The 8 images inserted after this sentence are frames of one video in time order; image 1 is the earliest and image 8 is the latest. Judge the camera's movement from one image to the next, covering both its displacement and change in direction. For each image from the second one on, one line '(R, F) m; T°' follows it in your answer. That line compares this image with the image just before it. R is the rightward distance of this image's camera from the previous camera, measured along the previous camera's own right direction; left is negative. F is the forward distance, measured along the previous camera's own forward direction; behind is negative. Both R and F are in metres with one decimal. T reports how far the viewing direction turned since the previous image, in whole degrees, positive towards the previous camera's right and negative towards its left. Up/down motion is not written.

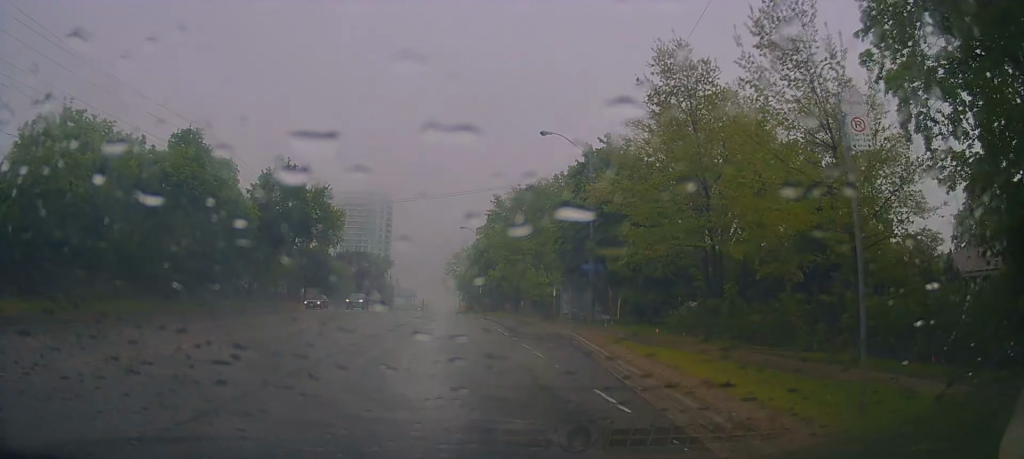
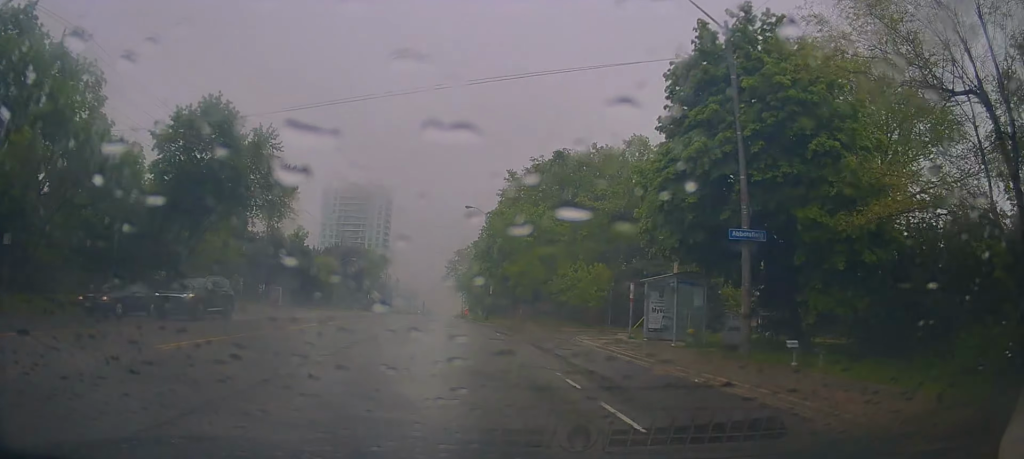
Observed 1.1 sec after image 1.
(+0.3, +18.4) m; +1°
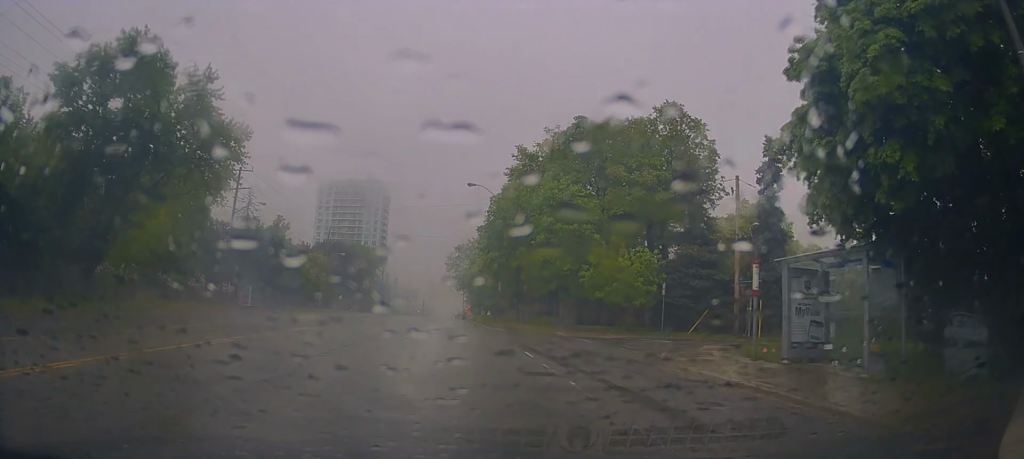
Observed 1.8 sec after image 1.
(-0.3, +11.3) m; +1°
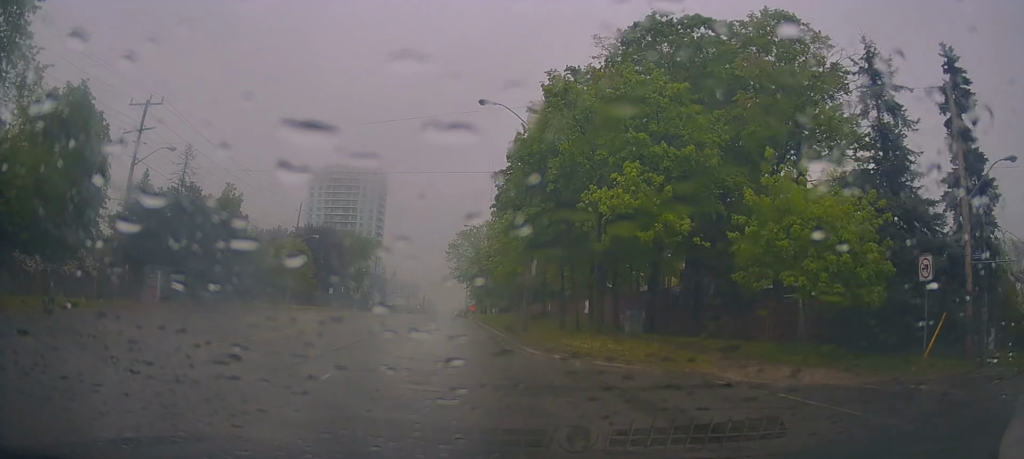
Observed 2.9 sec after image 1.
(+0.6, +18.5) m; -1°
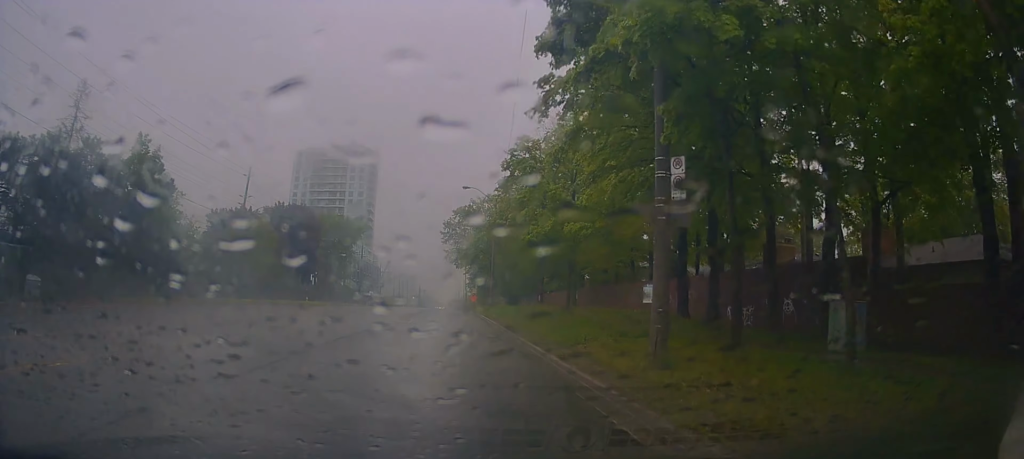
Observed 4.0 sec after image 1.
(-1.0, +18.5) m; -2°
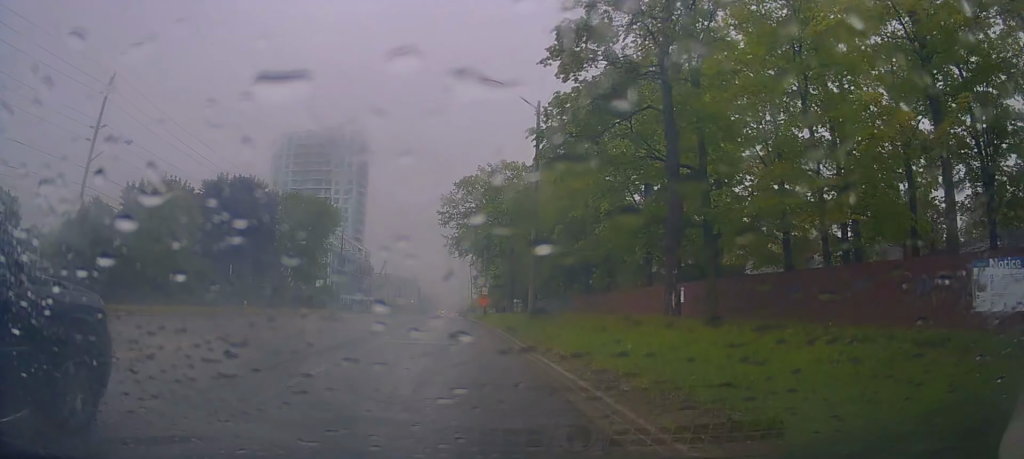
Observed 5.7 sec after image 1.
(+1.5, +27.2) m; +3°
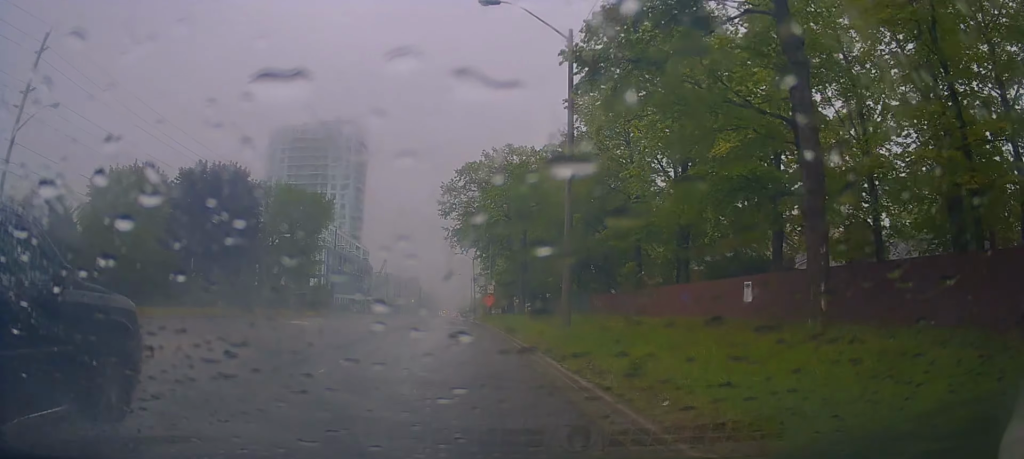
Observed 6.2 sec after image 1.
(-0.5, +7.5) m; -1°
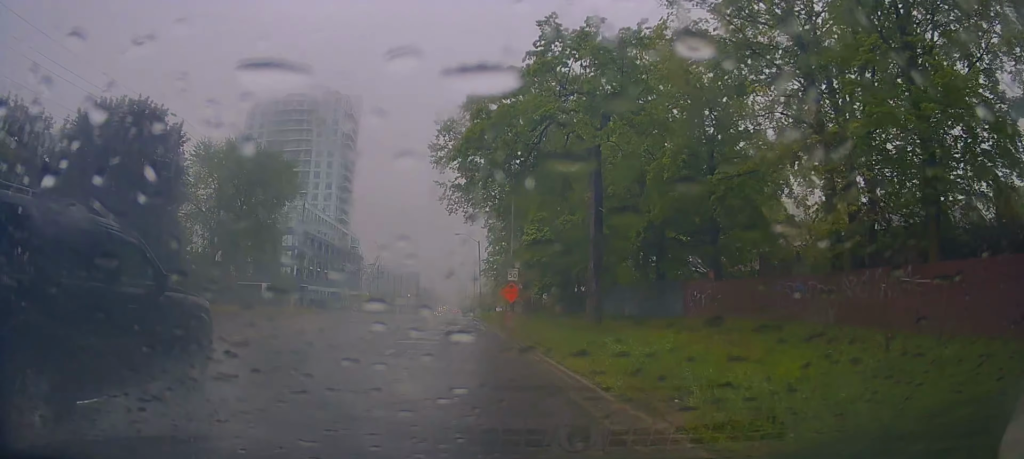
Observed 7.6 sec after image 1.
(-0.7, +22.6) m; +1°
